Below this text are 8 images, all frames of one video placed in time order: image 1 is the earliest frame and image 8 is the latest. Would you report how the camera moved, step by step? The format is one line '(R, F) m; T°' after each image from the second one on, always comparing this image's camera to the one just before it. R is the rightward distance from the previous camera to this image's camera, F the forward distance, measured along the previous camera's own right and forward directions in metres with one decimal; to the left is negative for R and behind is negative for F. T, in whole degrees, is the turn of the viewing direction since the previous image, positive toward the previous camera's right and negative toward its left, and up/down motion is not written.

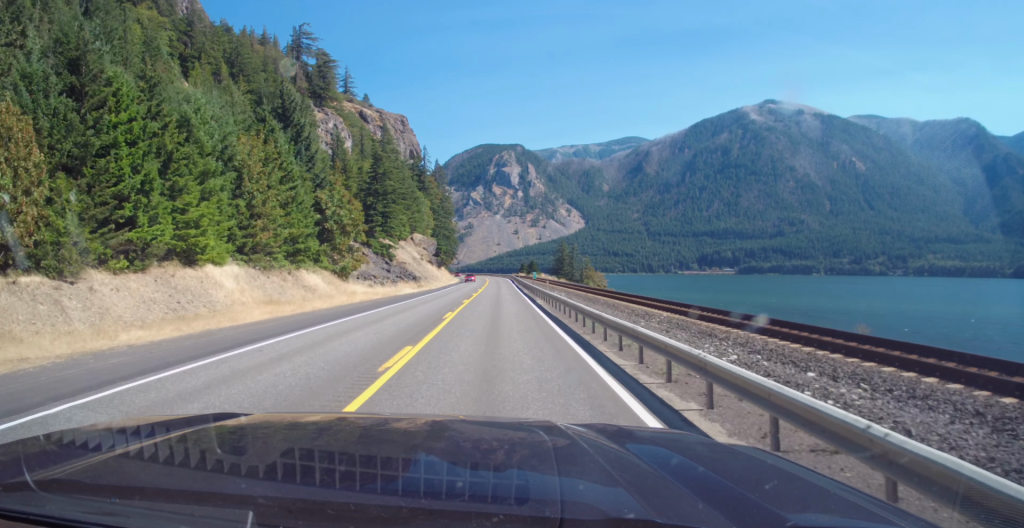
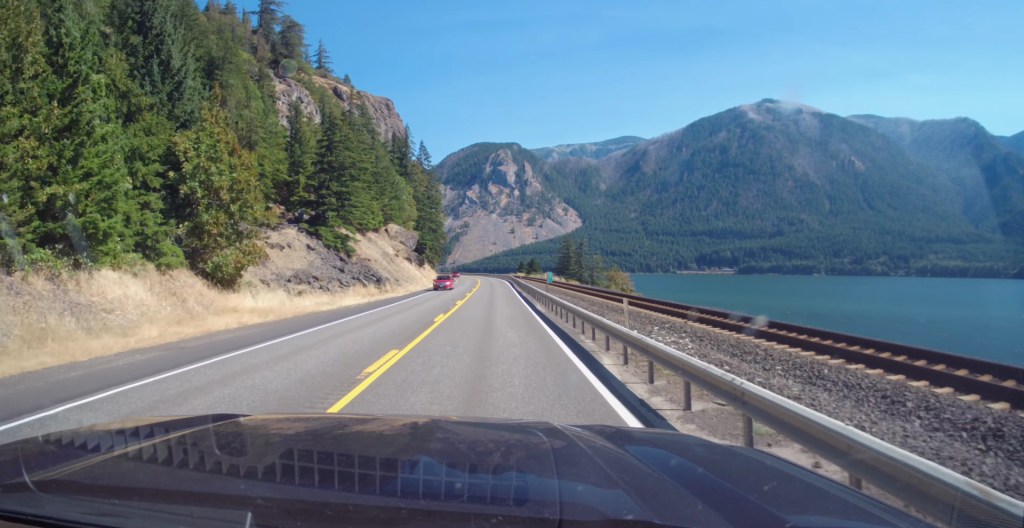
(+0.1, +24.5) m; 0°
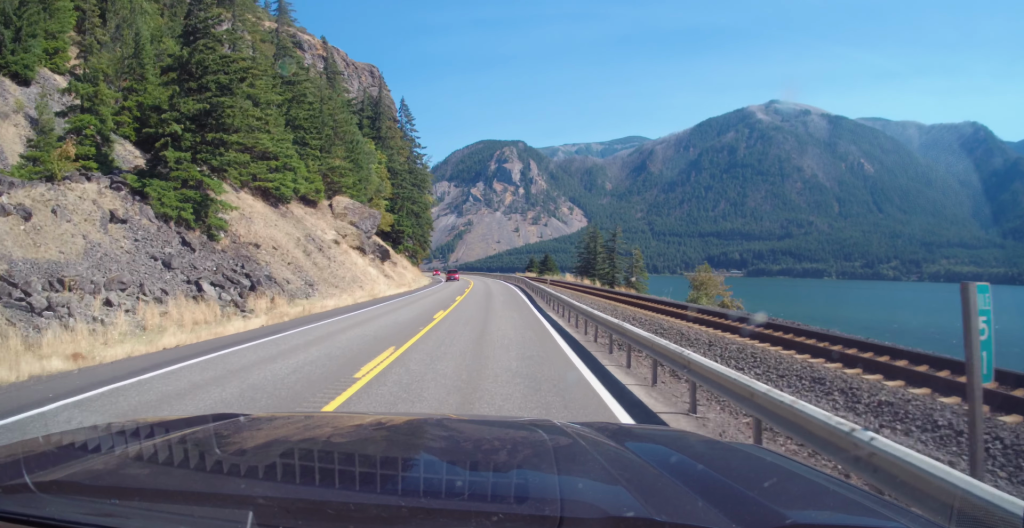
(-0.1, +36.7) m; -1°
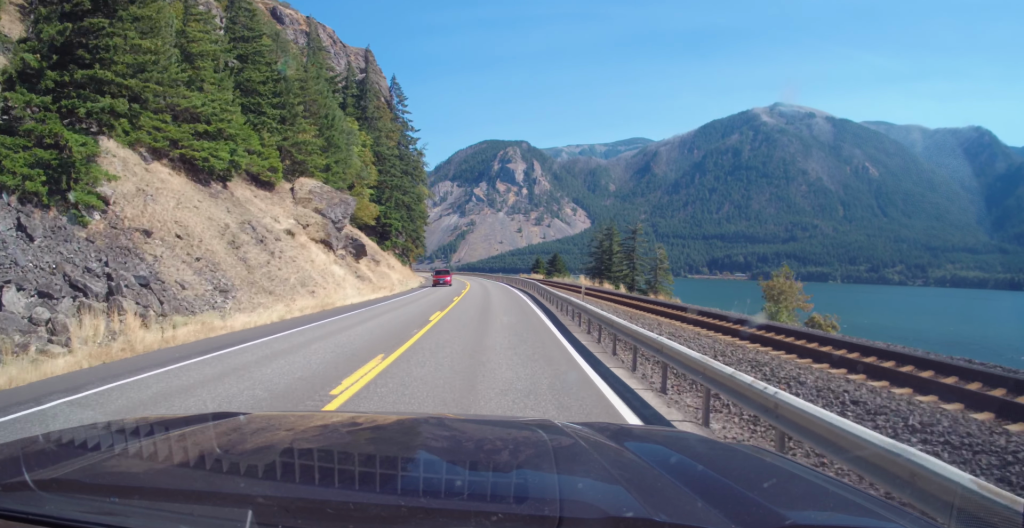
(0.0, +13.2) m; 0°
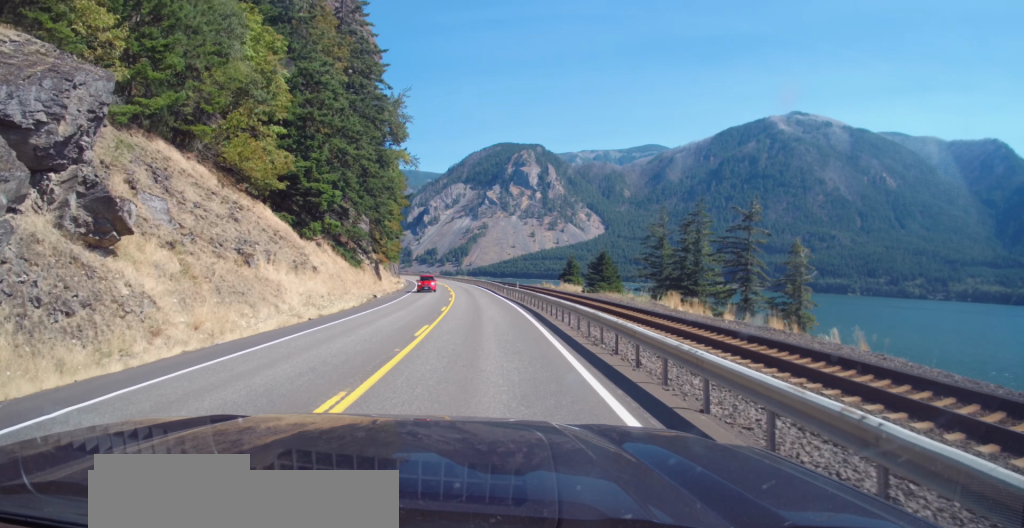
(0.0, +39.0) m; 0°
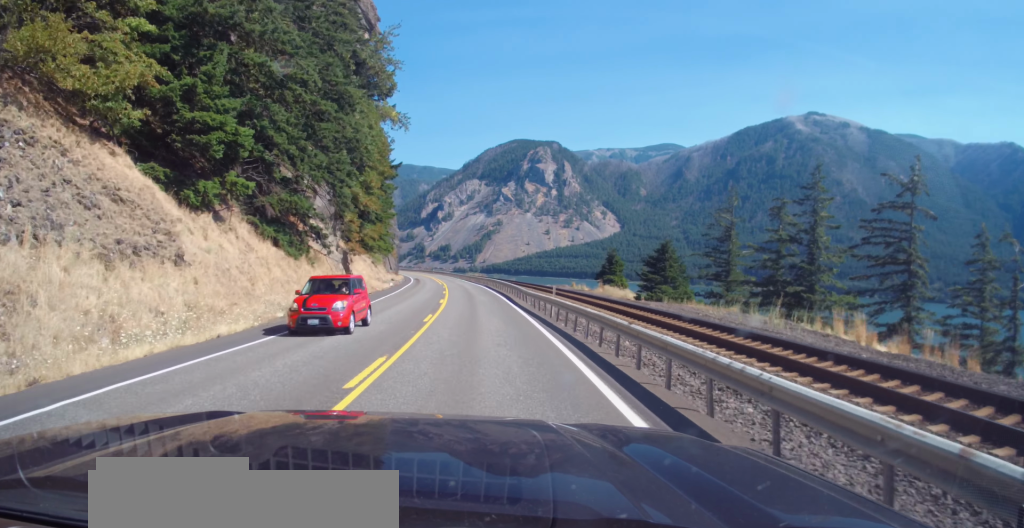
(-0.1, +20.9) m; -2°
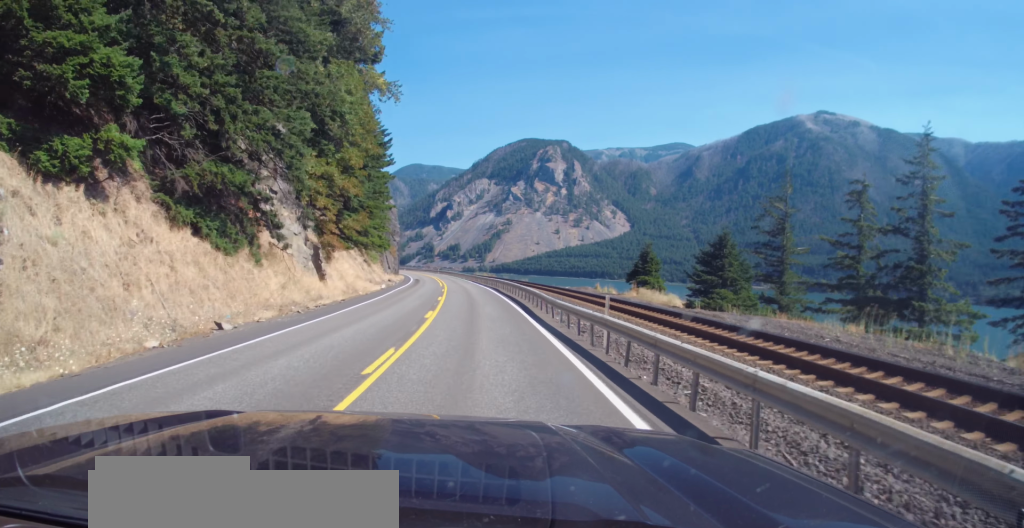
(+0.2, +10.9) m; -1°
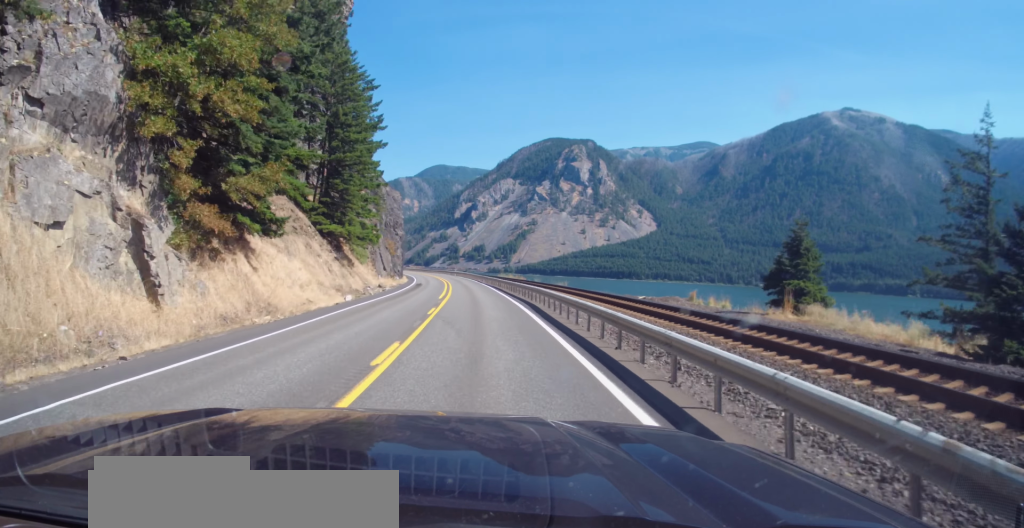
(-1.0, +24.1) m; -3°
